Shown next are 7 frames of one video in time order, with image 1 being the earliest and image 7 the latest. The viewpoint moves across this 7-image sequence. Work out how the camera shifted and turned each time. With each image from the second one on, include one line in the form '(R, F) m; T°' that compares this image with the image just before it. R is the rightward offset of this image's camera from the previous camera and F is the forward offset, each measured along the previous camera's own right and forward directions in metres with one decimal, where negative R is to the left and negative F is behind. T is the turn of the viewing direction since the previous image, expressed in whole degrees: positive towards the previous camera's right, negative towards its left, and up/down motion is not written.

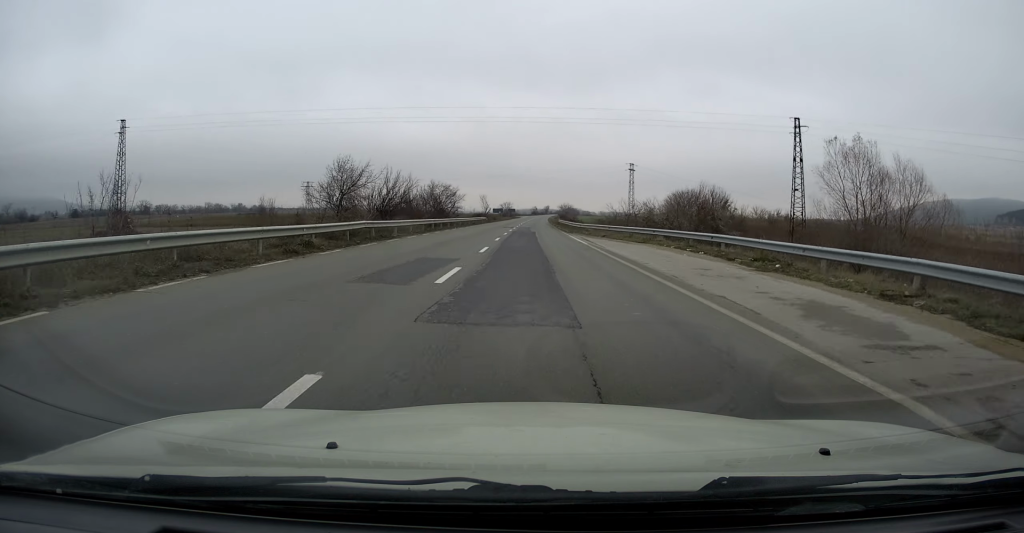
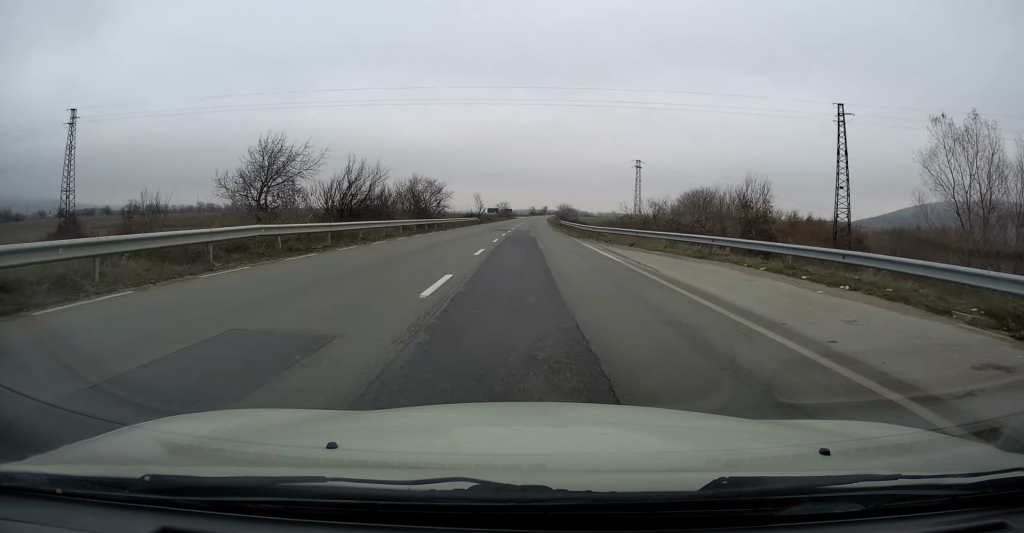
(+0.2, +10.7) m; 0°
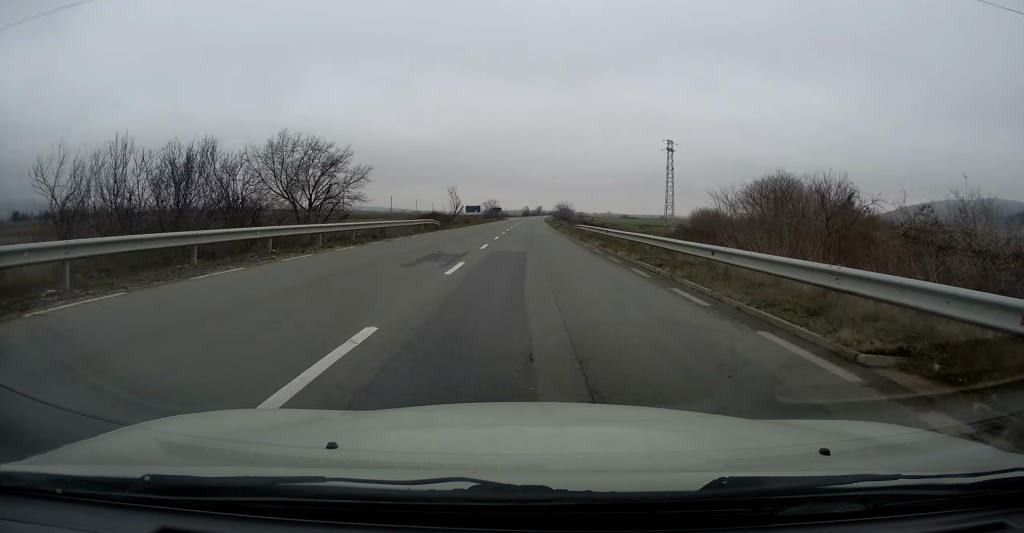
(+0.3, +33.4) m; 0°
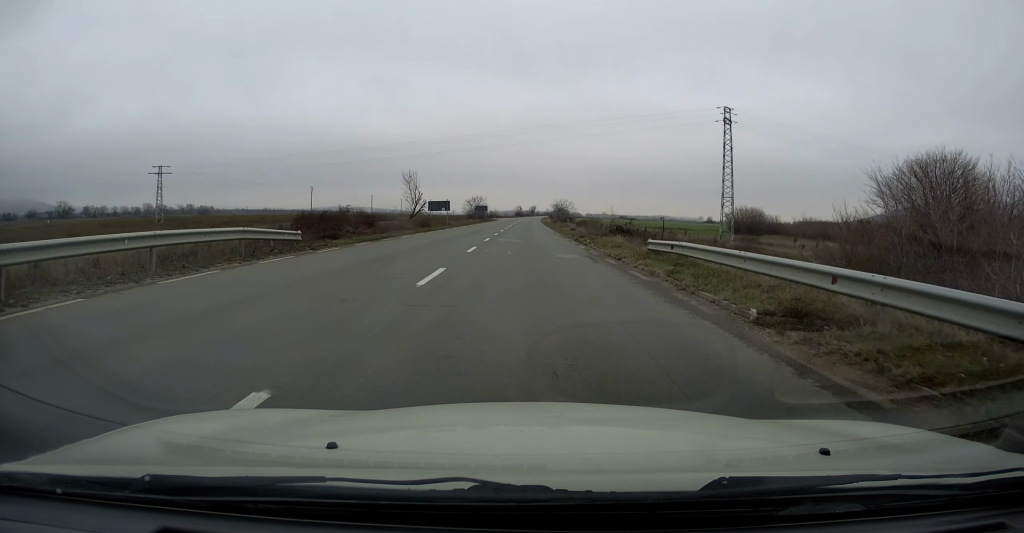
(+0.1, +29.5) m; +1°
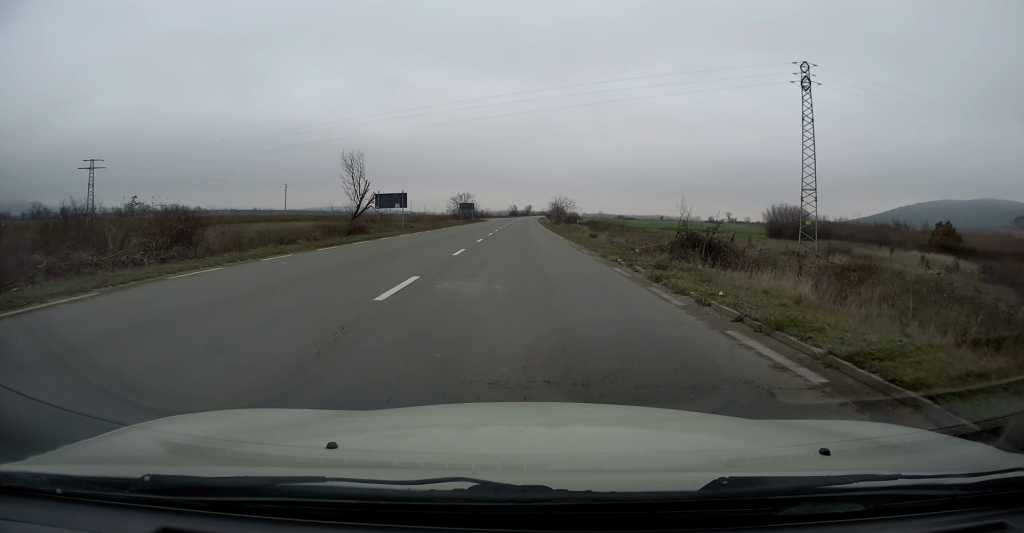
(+0.4, +19.7) m; 0°
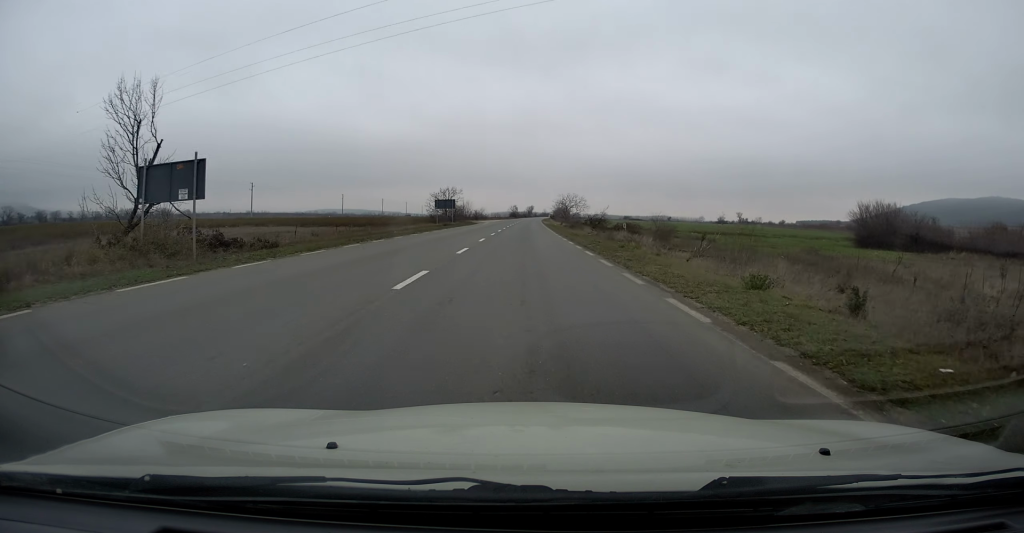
(-0.4, +25.8) m; 0°
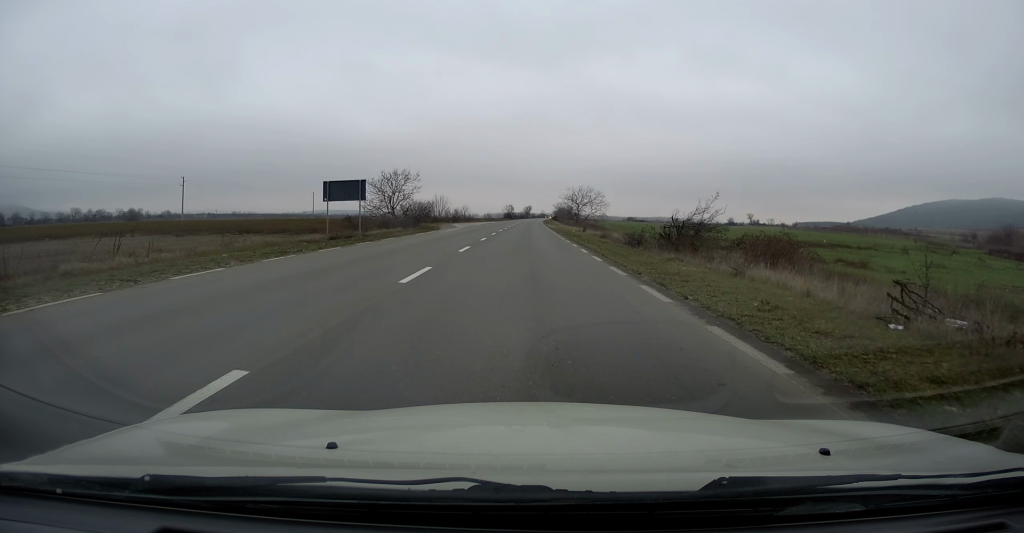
(+0.4, +34.8) m; +1°
